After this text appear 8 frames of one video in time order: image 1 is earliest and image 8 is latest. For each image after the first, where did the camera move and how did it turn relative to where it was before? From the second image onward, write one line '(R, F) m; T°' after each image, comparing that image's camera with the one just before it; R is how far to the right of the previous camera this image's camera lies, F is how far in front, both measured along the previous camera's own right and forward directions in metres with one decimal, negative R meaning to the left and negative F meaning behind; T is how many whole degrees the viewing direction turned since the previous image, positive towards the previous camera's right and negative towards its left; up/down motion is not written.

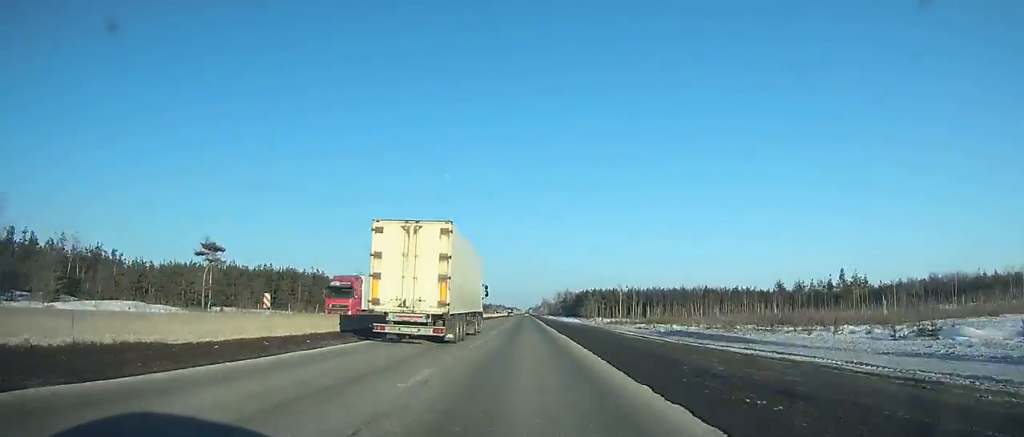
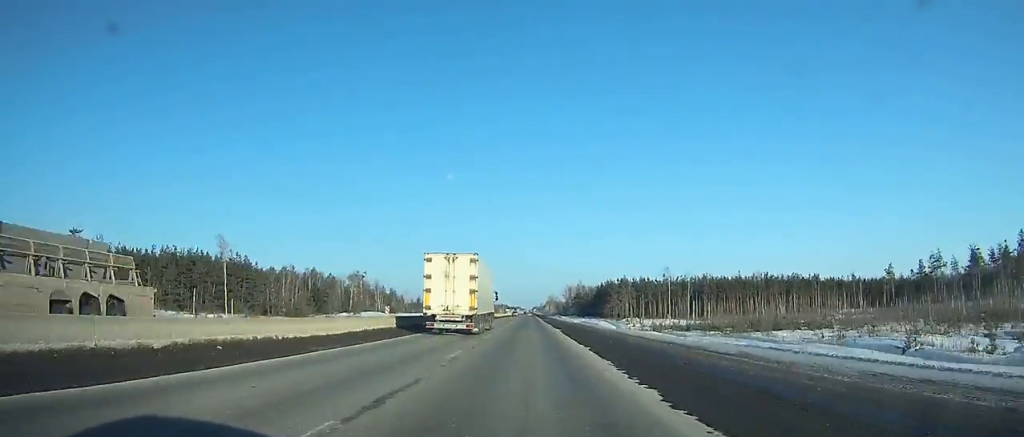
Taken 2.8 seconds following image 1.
(+0.2, +66.6) m; 0°
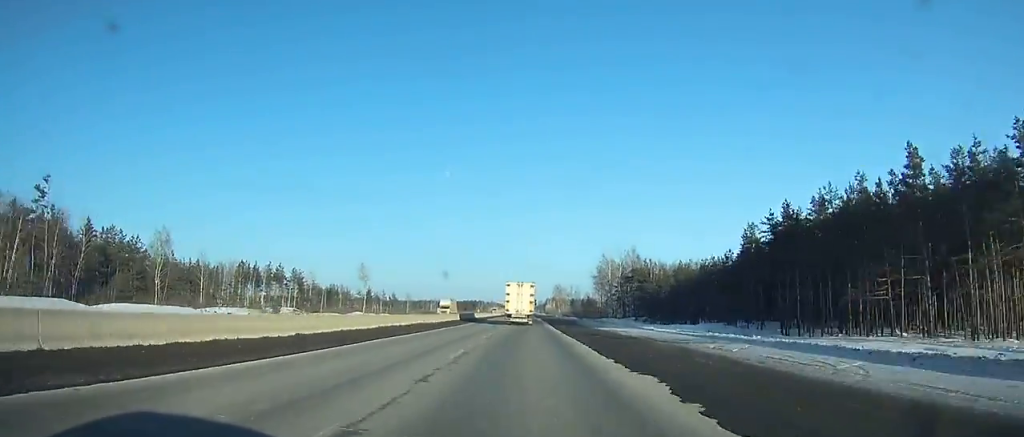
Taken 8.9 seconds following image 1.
(-0.4, +141.0) m; 0°
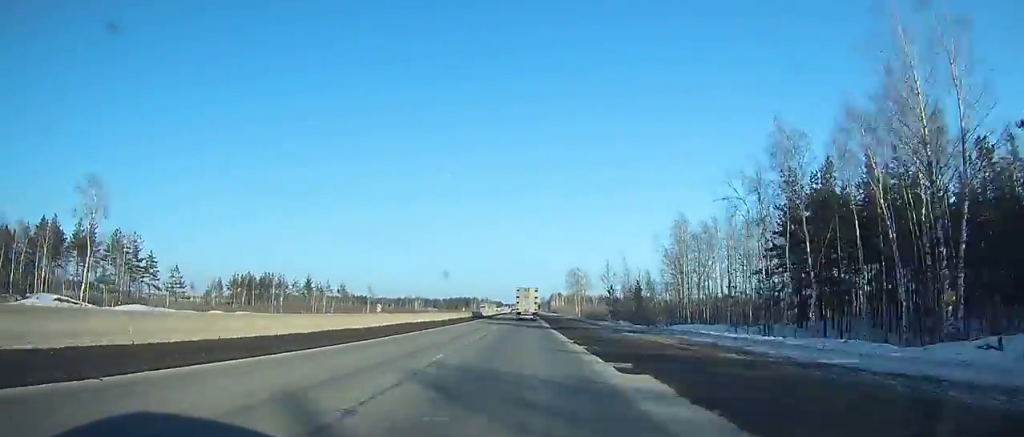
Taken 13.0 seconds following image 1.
(+0.5, +100.7) m; 0°
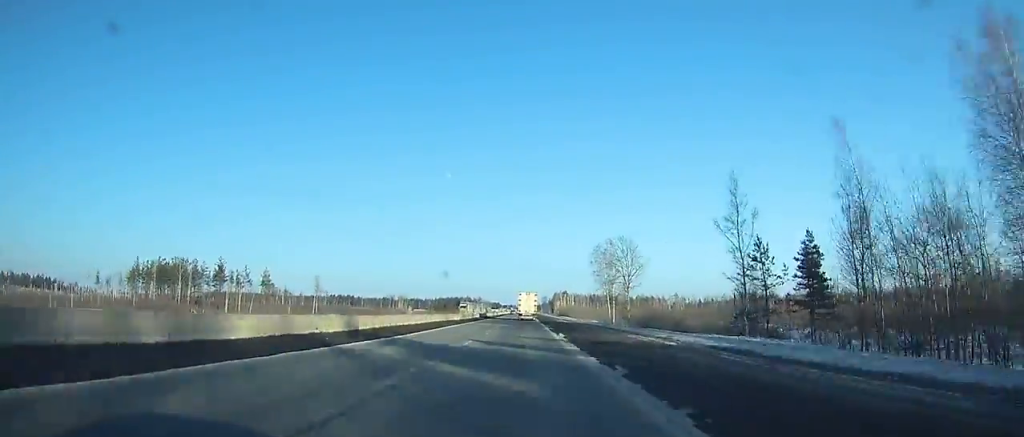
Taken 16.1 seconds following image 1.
(-0.1, +76.8) m; 0°
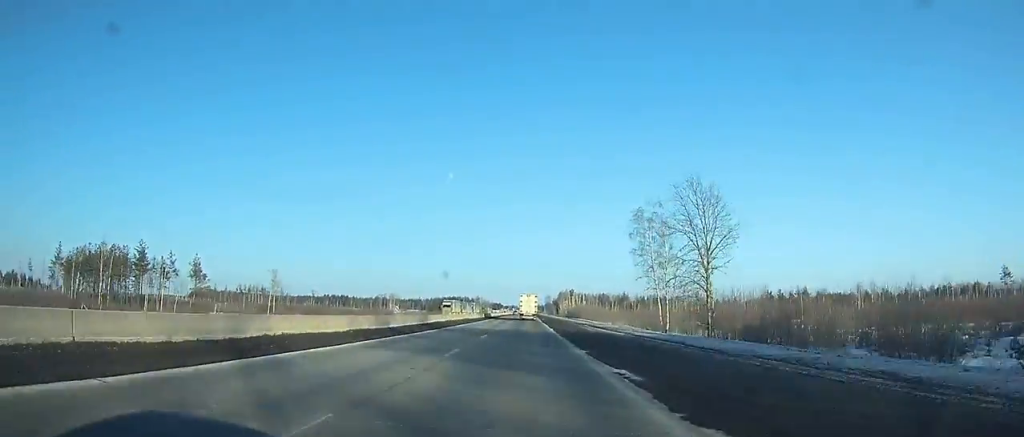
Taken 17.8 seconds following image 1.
(-0.1, +43.1) m; 0°
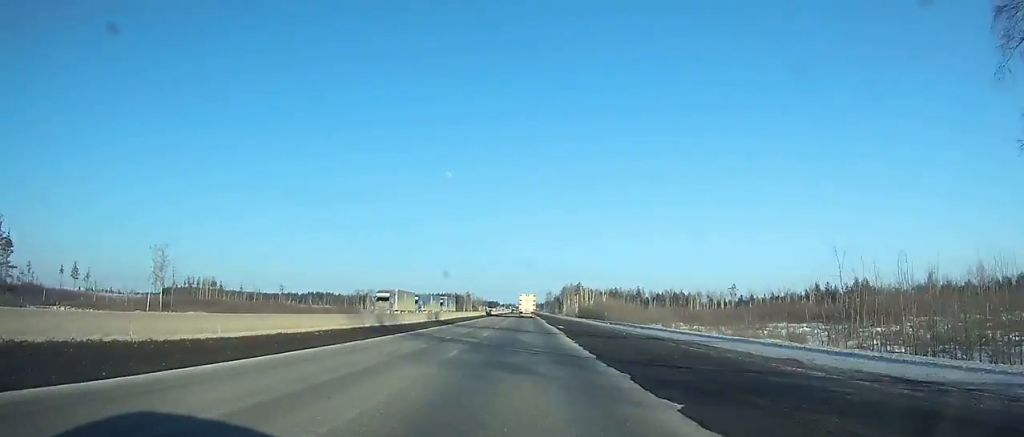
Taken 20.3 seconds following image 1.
(0.0, +63.0) m; 0°
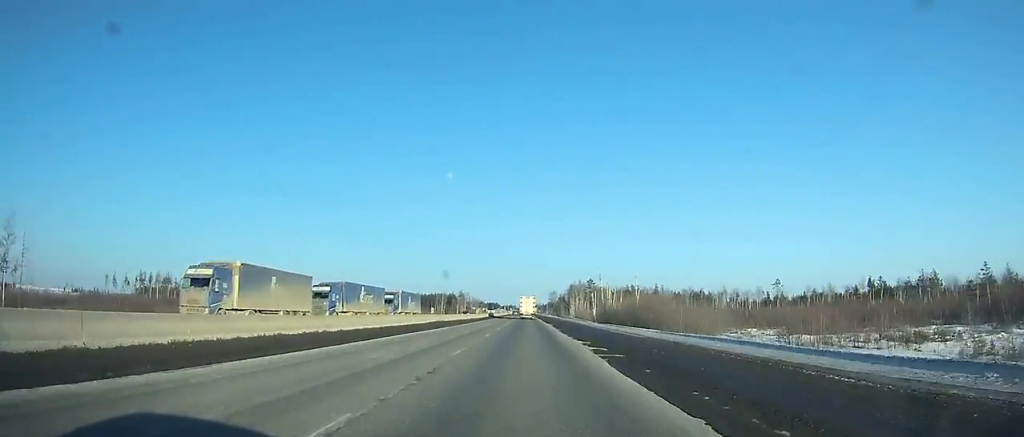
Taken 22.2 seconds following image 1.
(0.0, +48.3) m; 0°
